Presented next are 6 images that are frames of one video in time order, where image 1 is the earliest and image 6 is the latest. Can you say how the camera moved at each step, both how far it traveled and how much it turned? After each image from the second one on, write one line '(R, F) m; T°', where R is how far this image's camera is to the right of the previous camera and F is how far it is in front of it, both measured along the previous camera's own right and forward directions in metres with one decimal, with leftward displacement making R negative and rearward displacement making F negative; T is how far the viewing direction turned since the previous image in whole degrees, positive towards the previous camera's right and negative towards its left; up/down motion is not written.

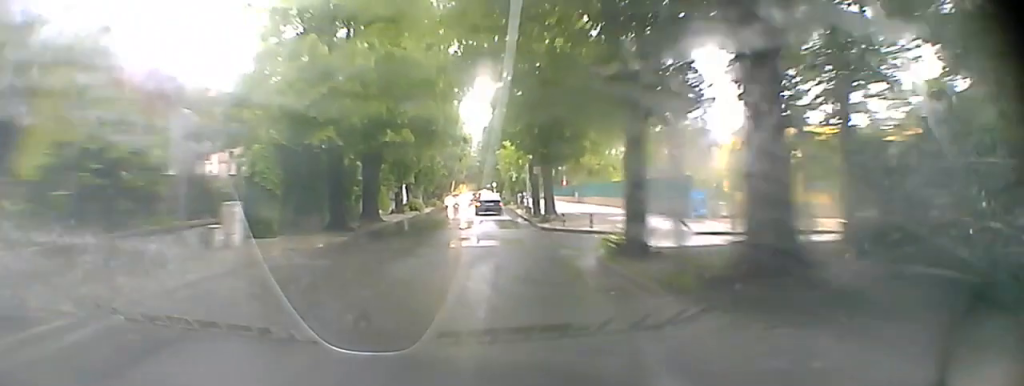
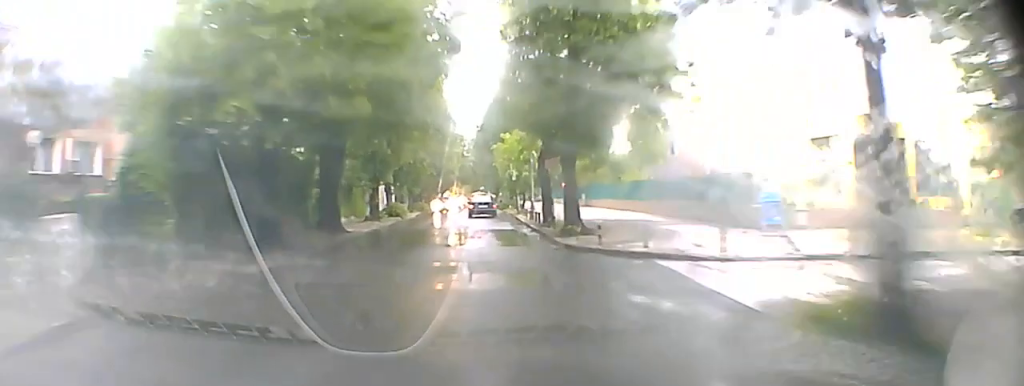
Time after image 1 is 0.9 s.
(0.0, +7.4) m; 0°
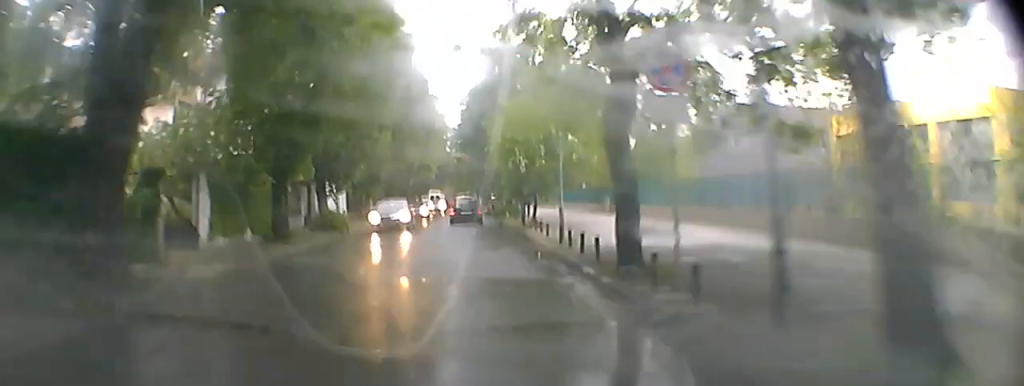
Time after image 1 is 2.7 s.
(0.0, +13.2) m; +1°
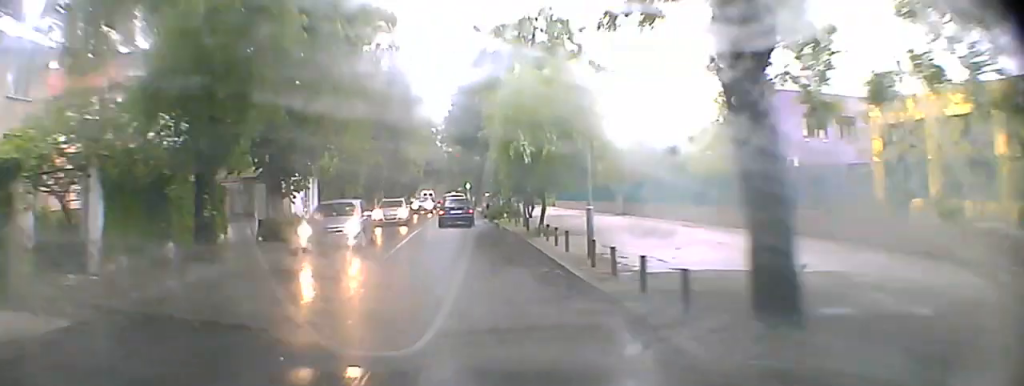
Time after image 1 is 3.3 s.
(0.0, +3.7) m; 0°
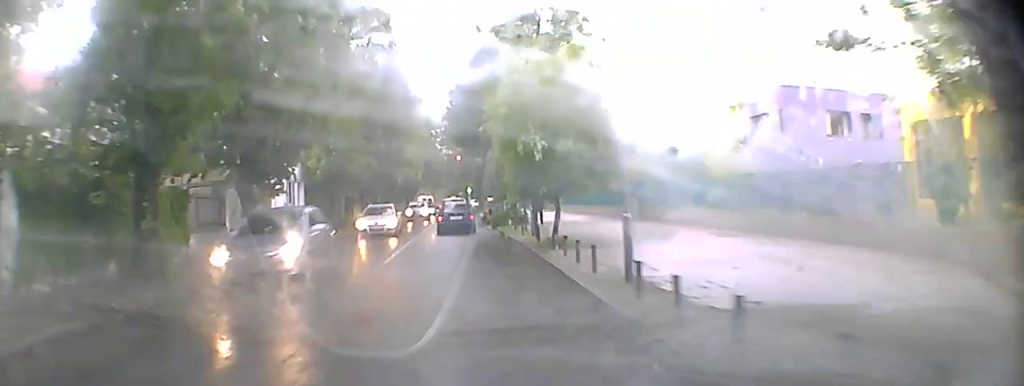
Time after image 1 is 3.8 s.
(0.0, +2.5) m; -1°
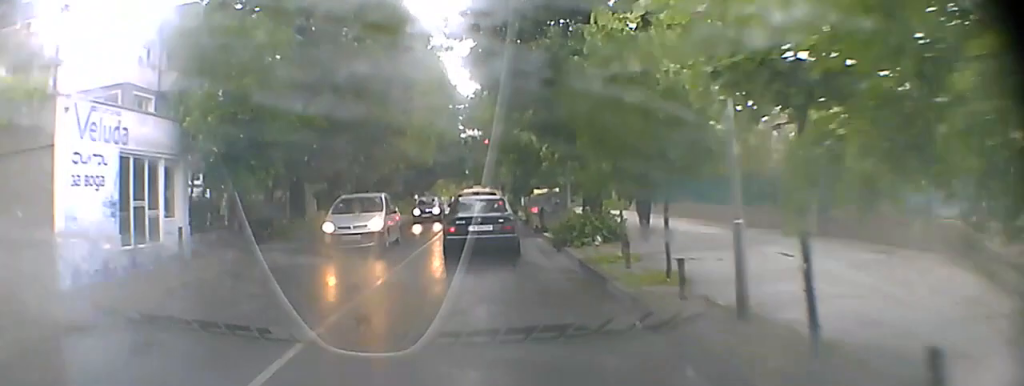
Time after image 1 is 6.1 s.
(-0.7, +8.6) m; -10°
